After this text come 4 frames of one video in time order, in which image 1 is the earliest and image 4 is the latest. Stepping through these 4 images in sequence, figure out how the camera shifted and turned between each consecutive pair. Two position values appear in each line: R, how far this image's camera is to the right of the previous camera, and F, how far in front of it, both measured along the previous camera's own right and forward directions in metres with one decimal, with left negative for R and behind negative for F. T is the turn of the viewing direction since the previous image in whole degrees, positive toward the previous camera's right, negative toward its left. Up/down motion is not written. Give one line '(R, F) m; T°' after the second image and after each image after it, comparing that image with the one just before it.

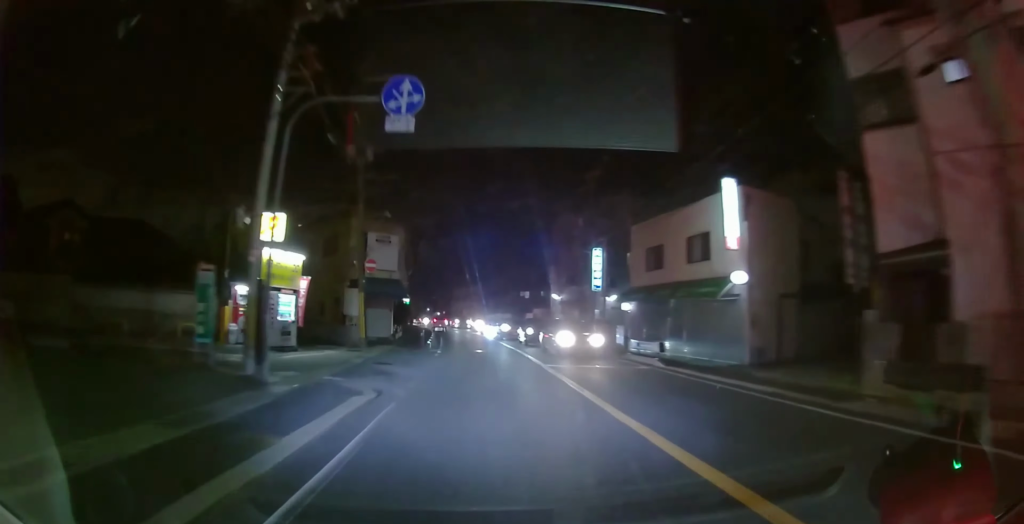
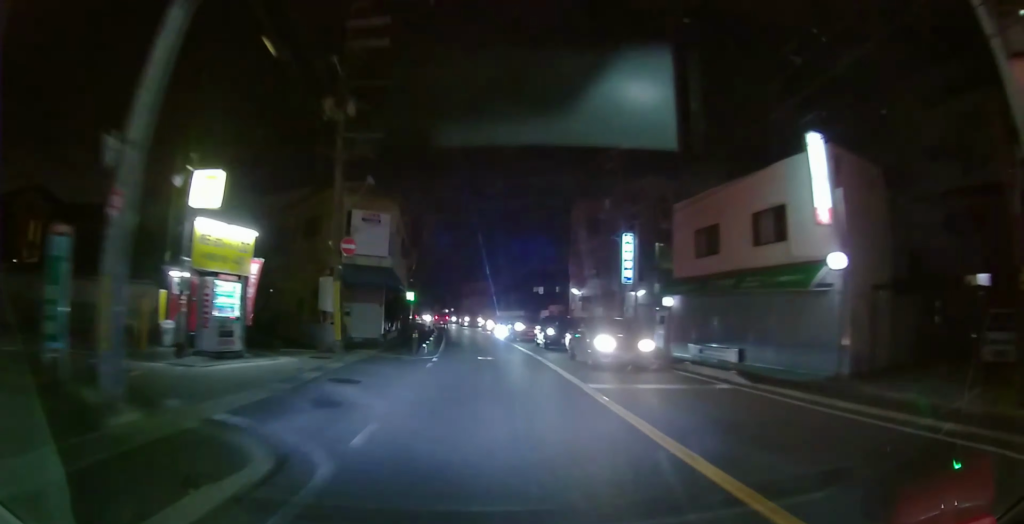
(-0.3, +5.0) m; -3°
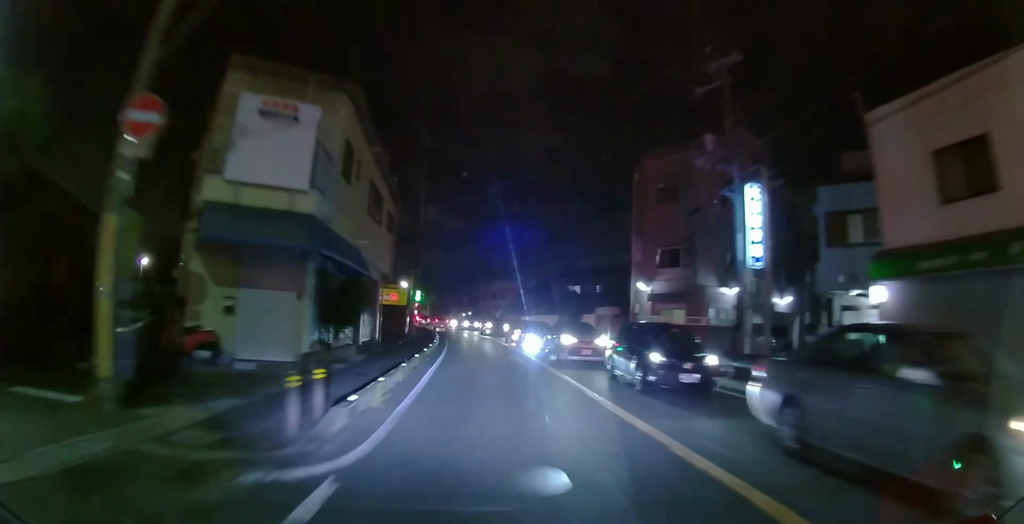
(-0.1, +12.1) m; -1°
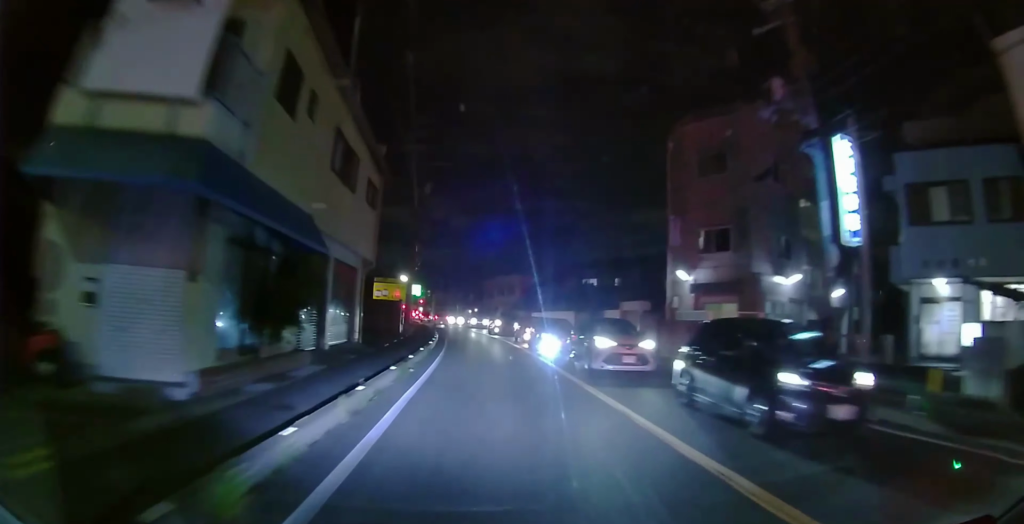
(0.0, +4.4) m; 0°
